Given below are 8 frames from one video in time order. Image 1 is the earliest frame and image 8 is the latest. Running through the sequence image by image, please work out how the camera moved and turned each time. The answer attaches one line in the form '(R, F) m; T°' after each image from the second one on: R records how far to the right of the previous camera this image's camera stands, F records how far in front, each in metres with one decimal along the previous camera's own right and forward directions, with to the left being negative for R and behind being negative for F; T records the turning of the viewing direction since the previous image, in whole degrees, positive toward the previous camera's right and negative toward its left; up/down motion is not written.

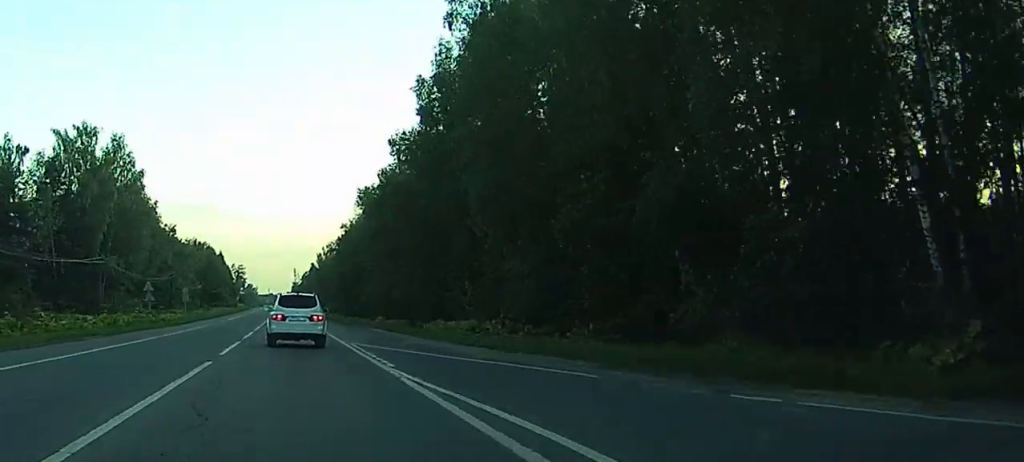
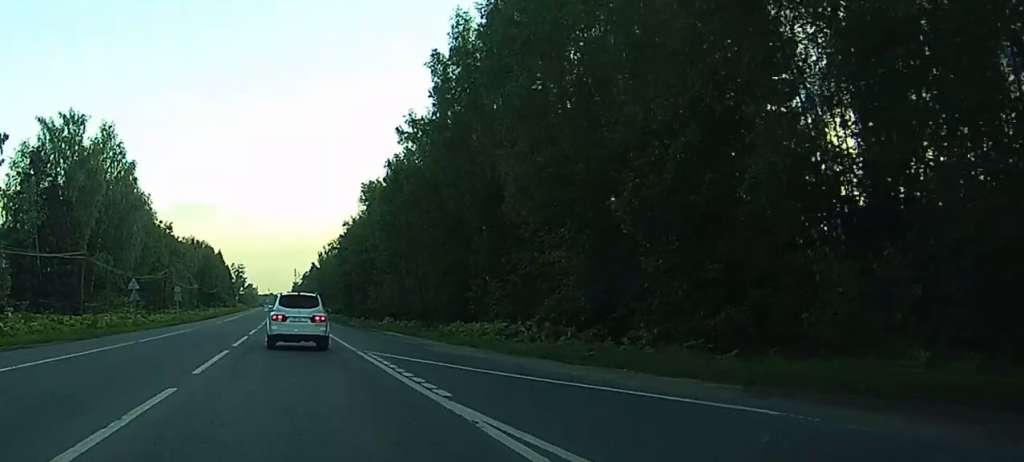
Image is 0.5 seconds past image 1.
(+0.1, +6.3) m; 0°
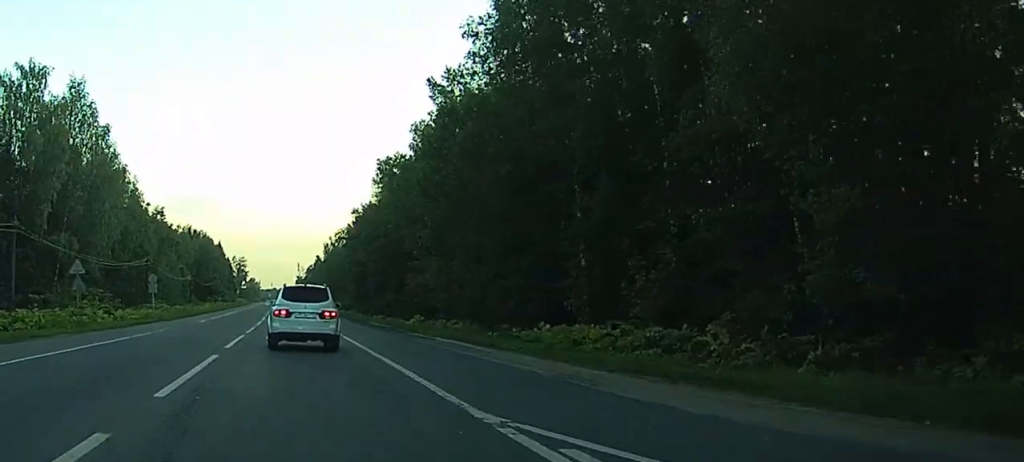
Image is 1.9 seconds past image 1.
(-0.4, +17.3) m; -3°
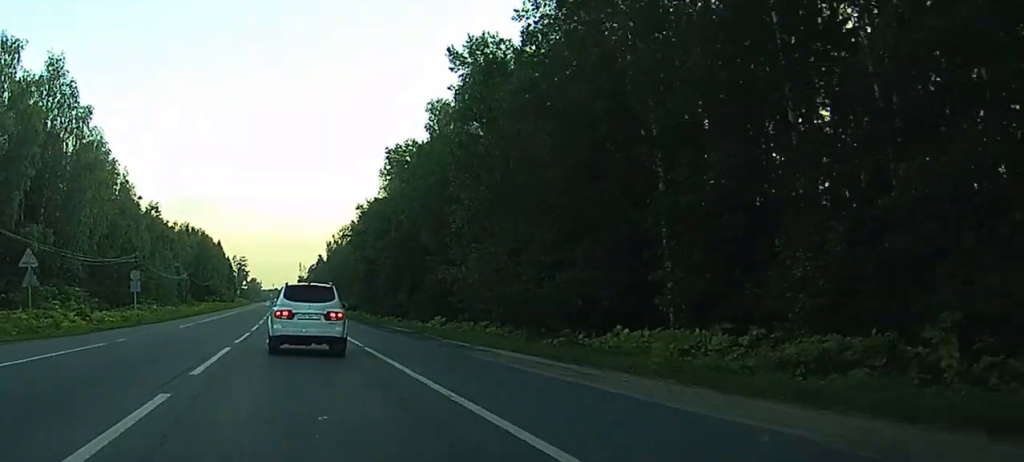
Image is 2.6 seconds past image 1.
(-0.2, +8.8) m; -1°
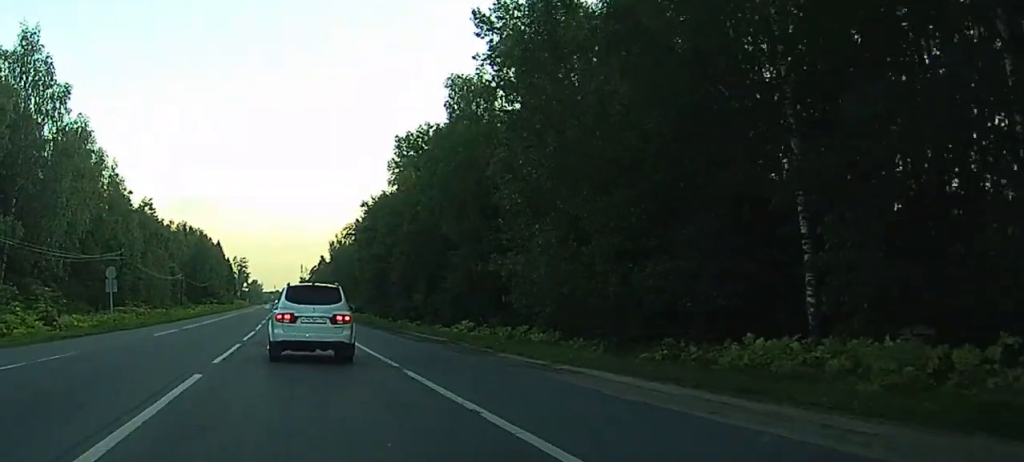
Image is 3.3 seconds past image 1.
(-0.2, +8.7) m; +3°
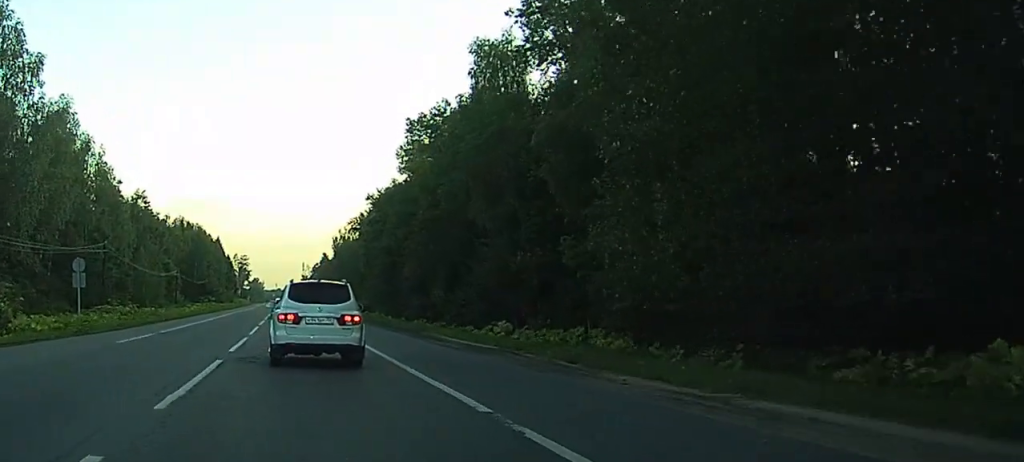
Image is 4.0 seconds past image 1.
(+0.4, +8.3) m; +2°
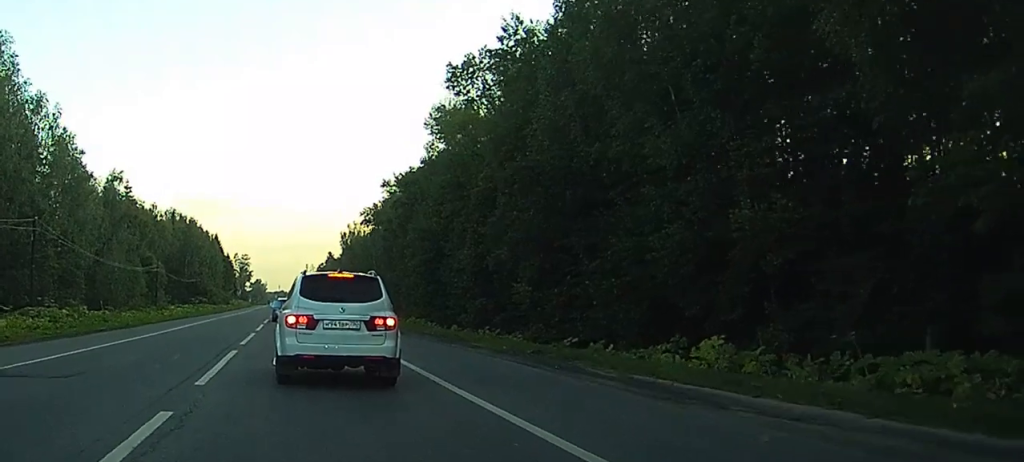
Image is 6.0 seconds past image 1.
(+0.2, +21.6) m; 0°
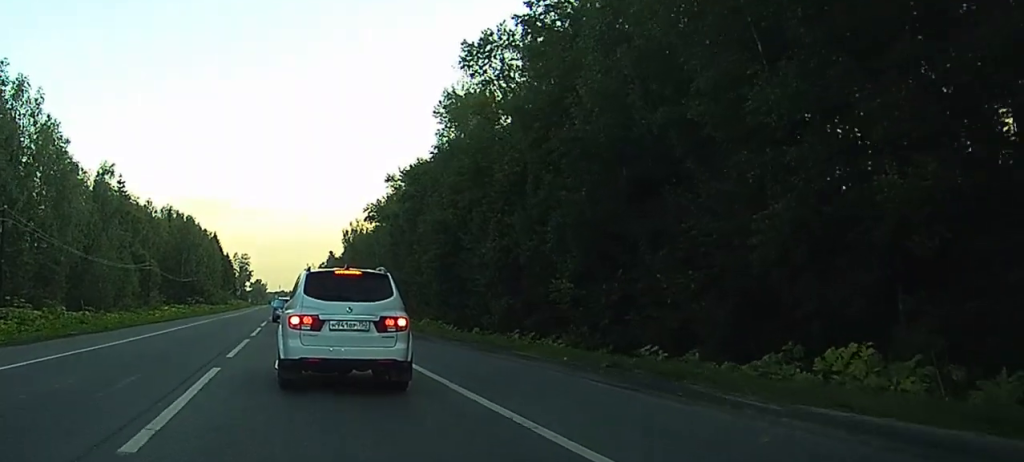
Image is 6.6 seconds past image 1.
(+0.1, +6.3) m; 0°
